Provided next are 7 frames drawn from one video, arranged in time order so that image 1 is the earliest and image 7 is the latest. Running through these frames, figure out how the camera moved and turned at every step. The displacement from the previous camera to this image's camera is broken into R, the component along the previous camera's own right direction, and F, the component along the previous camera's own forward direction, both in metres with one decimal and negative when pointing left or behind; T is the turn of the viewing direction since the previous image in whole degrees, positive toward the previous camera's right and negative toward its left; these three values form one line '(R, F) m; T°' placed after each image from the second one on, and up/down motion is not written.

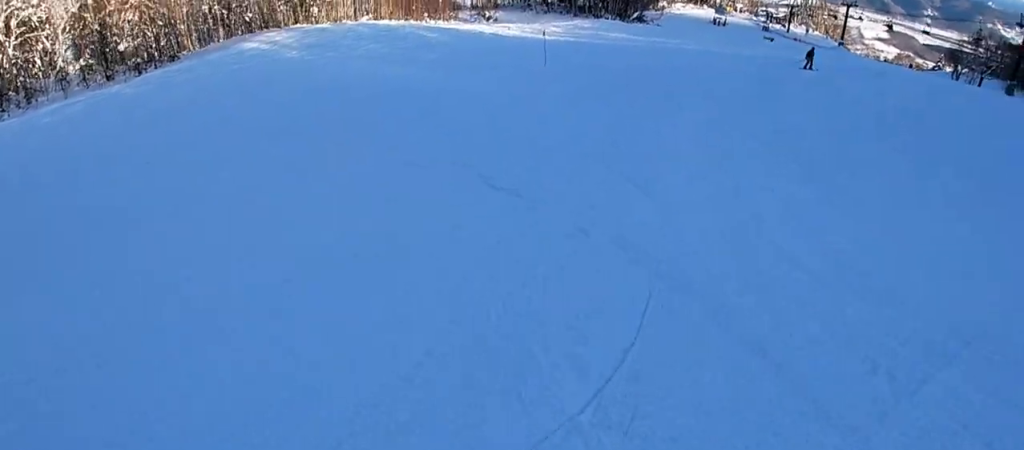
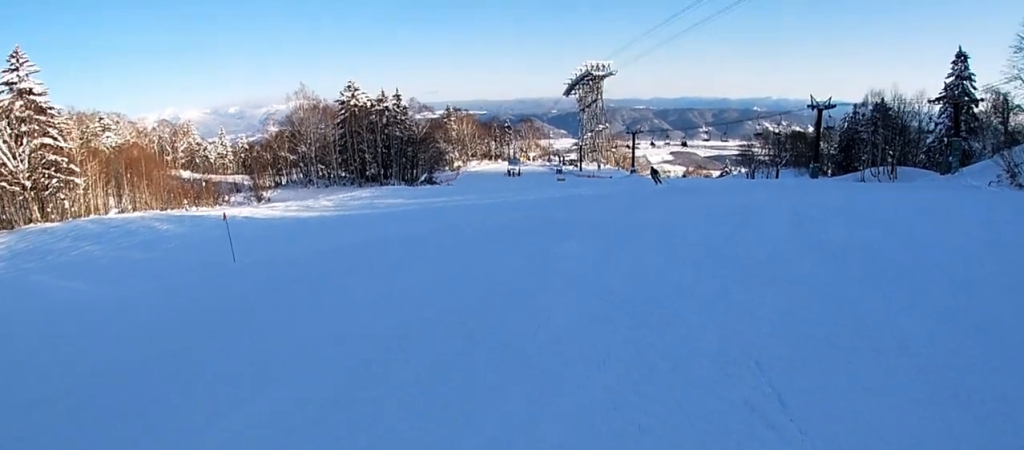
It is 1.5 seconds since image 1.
(+0.3, +10.2) m; -1°
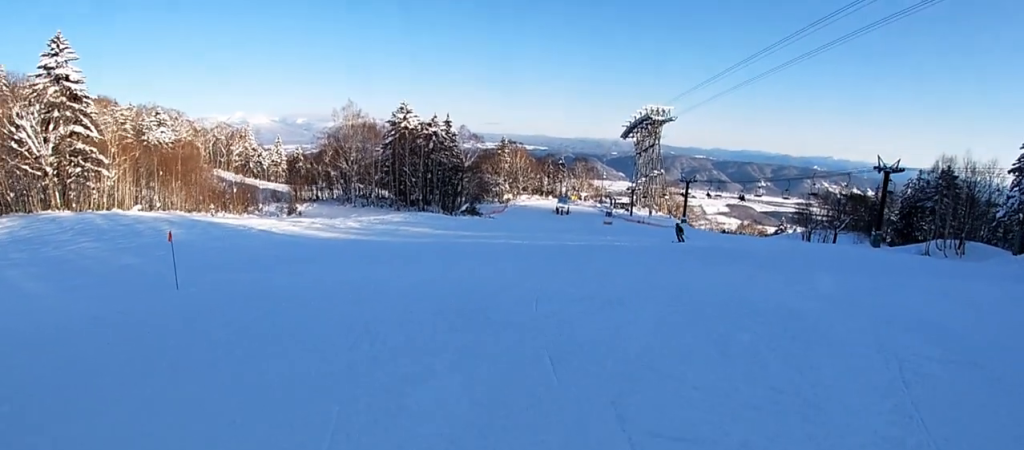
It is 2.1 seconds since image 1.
(-0.2, +4.6) m; -2°
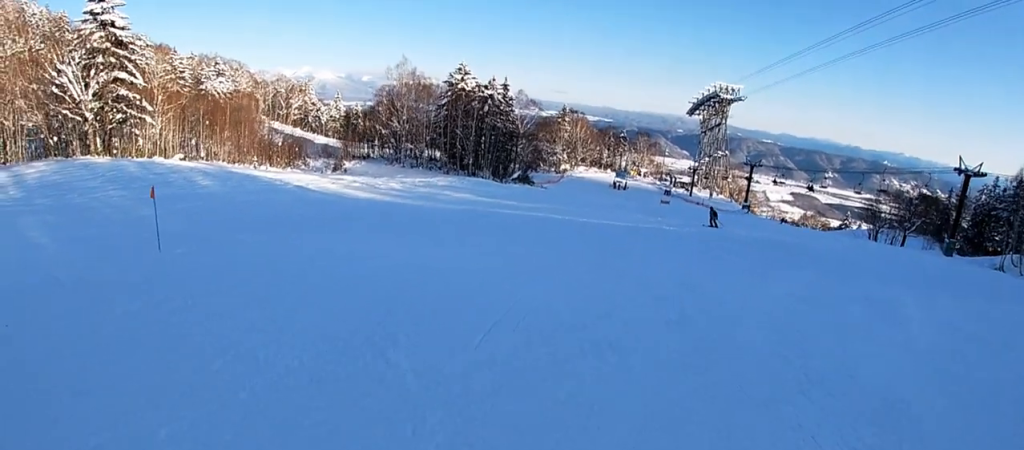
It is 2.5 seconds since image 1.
(0.0, +3.1) m; -1°
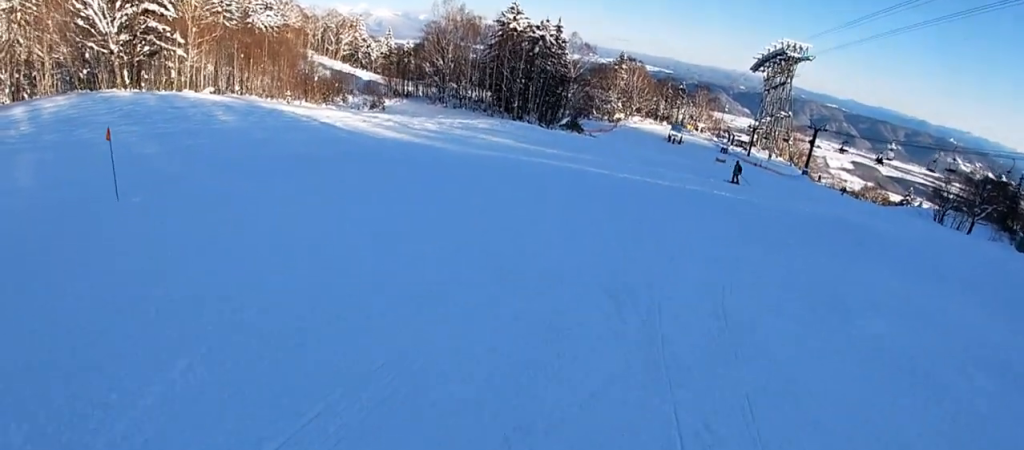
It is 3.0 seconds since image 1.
(0.0, +3.5) m; -1°
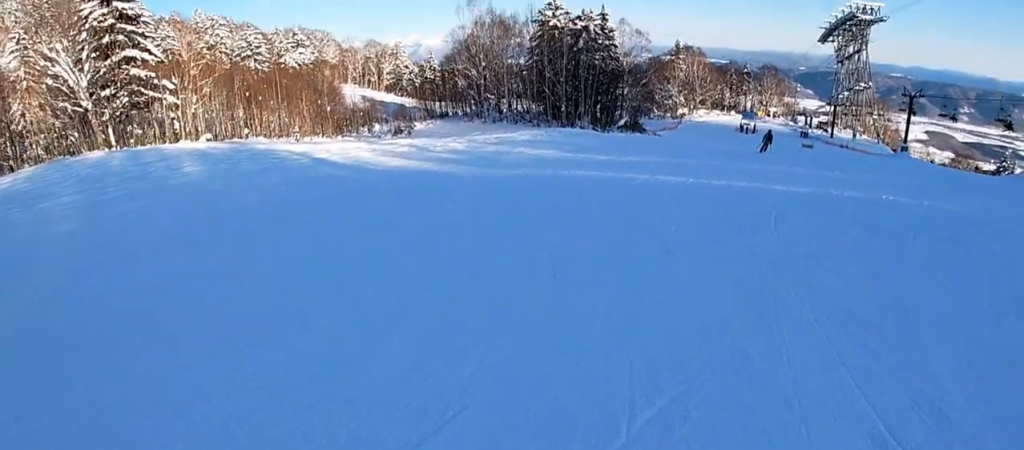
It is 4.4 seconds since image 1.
(-1.2, +10.7) m; -12°
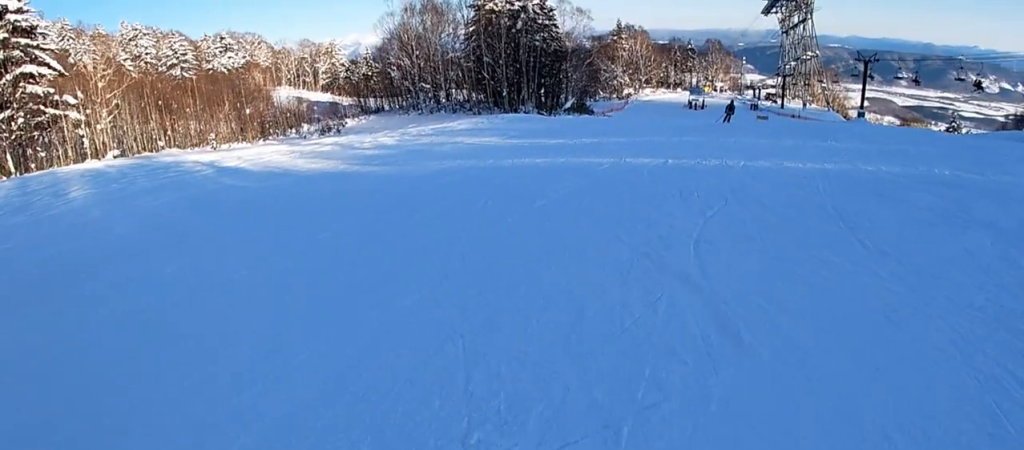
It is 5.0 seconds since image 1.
(-0.8, +4.2) m; 0°
